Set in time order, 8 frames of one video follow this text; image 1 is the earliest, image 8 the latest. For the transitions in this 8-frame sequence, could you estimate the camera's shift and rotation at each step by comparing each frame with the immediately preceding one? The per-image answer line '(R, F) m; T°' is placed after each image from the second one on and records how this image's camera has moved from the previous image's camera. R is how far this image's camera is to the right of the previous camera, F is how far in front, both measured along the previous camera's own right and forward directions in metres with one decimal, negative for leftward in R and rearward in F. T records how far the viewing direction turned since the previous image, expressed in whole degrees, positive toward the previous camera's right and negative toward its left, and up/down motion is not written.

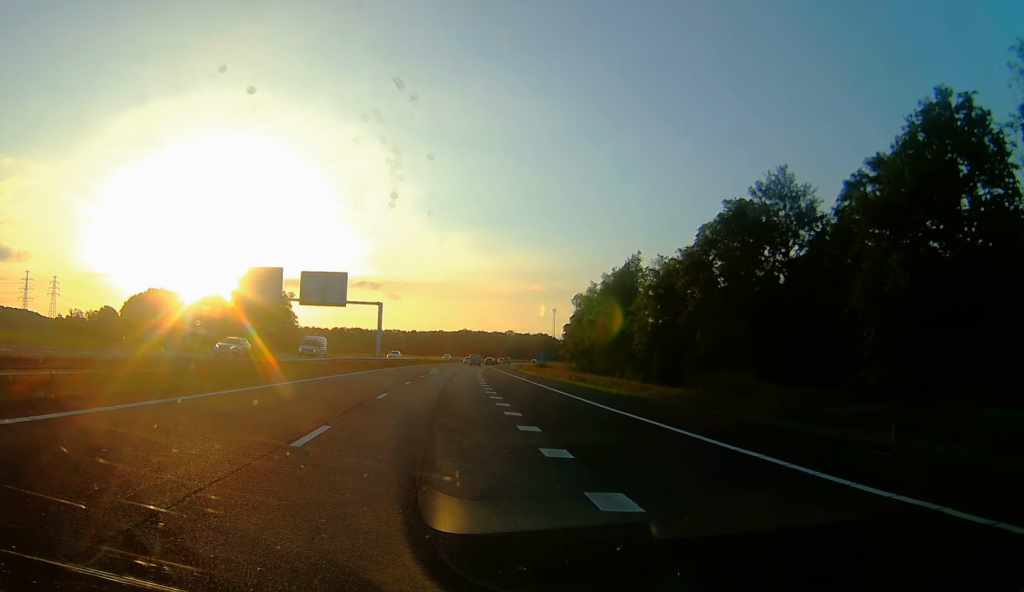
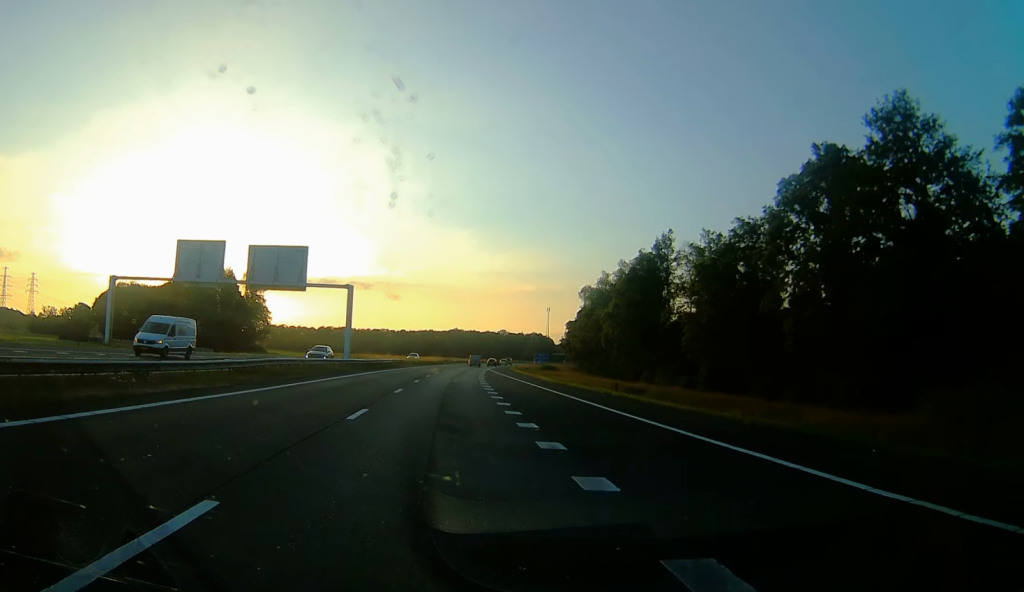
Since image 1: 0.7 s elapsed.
(+1.1, +18.7) m; +2°
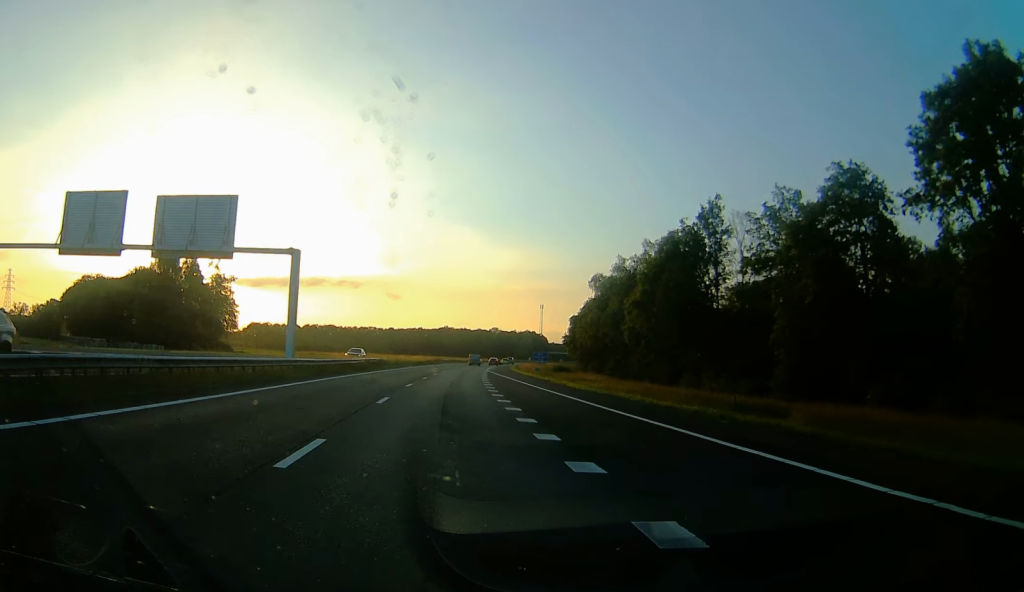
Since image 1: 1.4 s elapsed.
(+0.3, +18.8) m; +2°
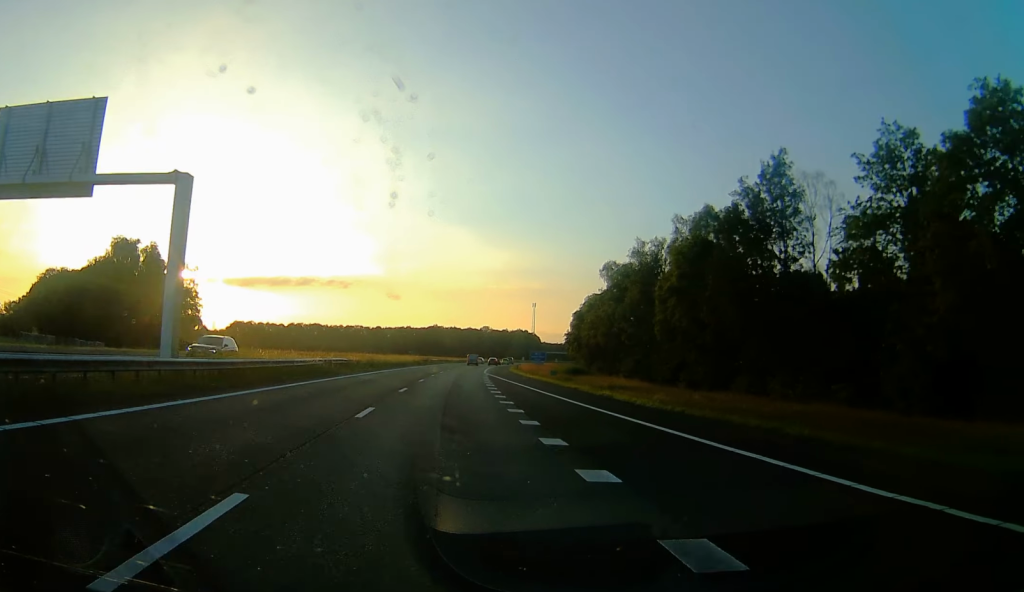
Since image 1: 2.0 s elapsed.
(-0.1, +16.6) m; +1°
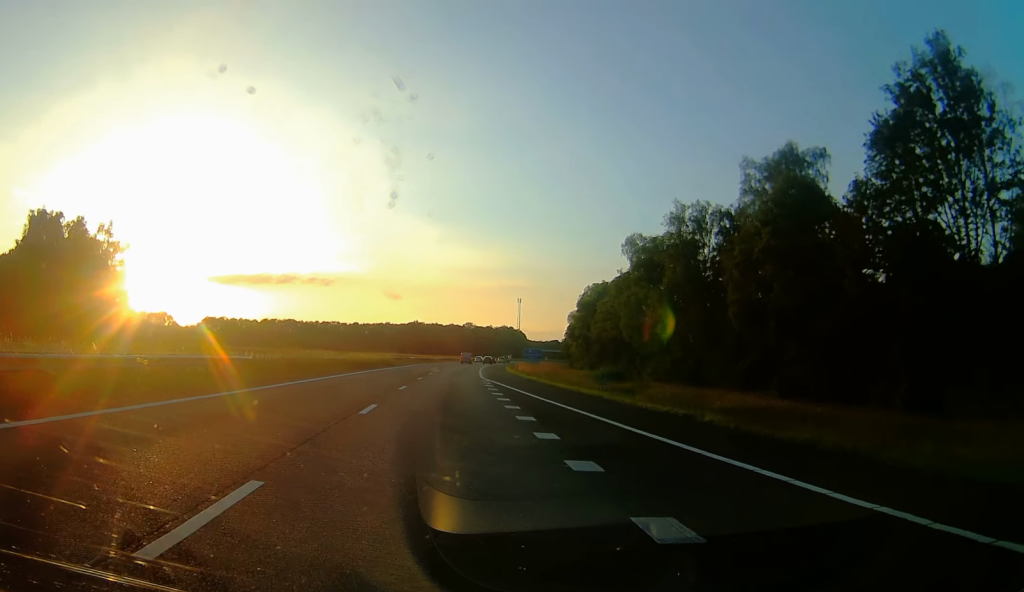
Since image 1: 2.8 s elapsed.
(+0.7, +23.3) m; +1°
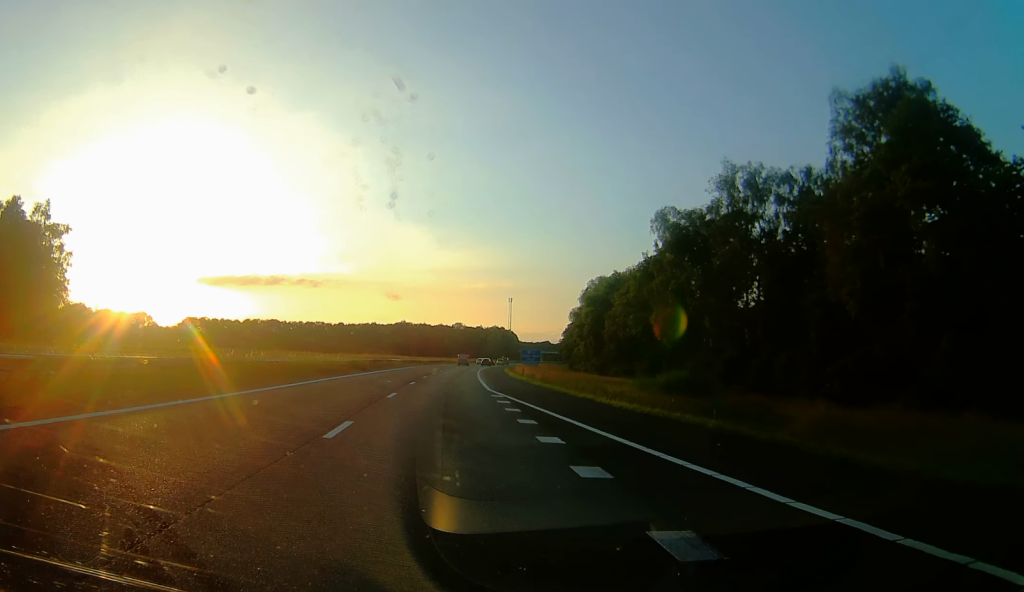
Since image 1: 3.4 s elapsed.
(0.0, +16.5) m; 0°
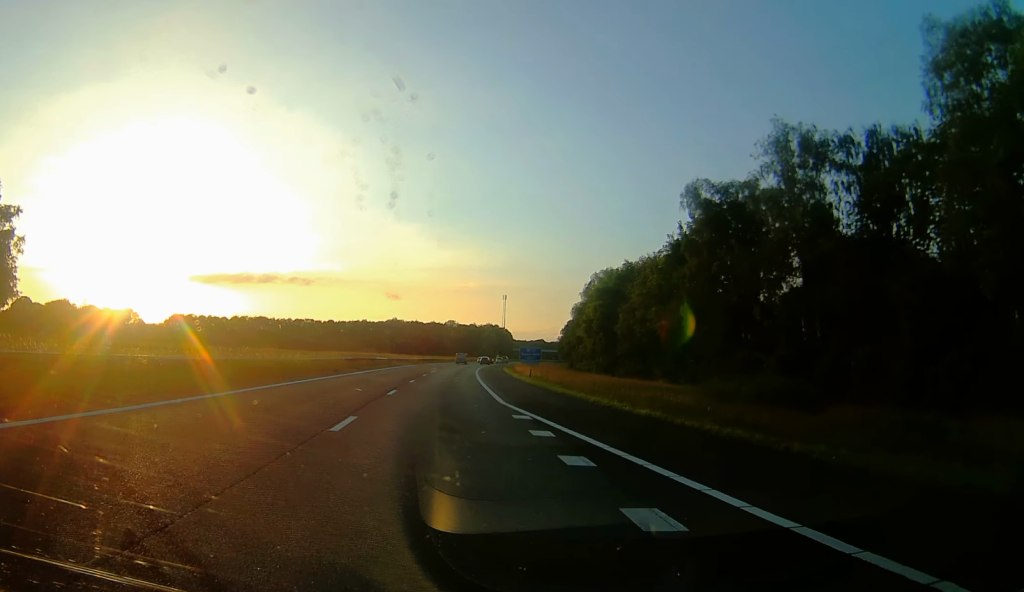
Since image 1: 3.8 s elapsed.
(0.0, +11.0) m; 0°
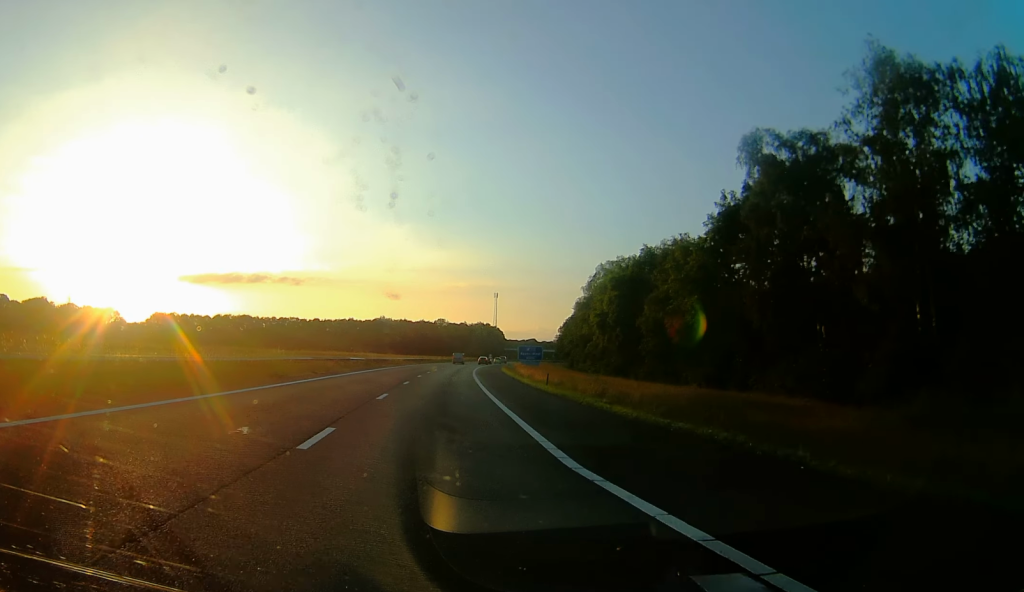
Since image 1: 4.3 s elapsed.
(0.0, +14.3) m; +1°
